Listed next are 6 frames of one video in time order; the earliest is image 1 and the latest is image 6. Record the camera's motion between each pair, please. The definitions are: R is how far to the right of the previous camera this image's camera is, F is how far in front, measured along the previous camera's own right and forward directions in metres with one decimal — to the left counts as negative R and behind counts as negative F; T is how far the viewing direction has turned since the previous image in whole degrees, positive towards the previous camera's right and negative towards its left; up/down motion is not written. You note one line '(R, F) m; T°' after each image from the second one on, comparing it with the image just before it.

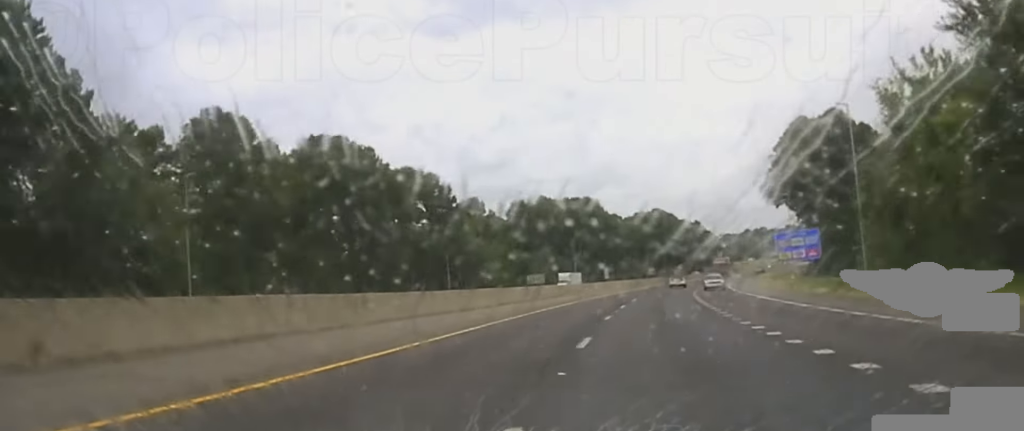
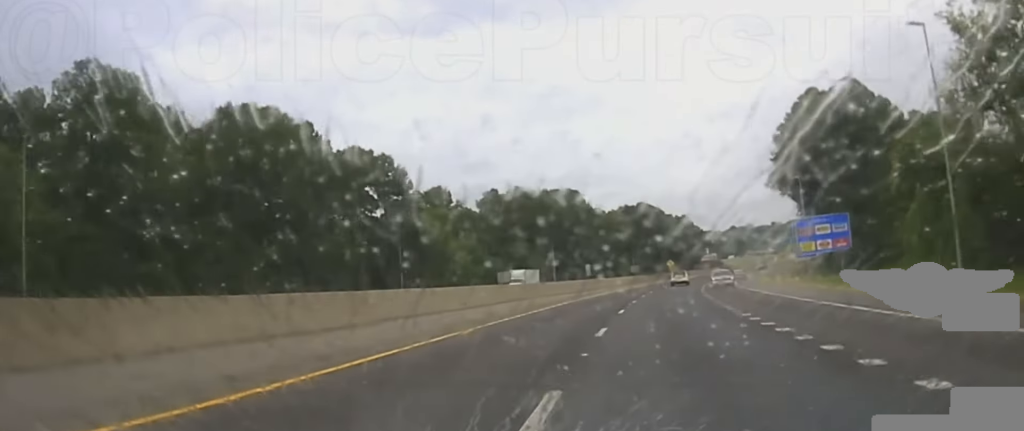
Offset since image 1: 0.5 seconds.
(+0.2, +25.4) m; +1°
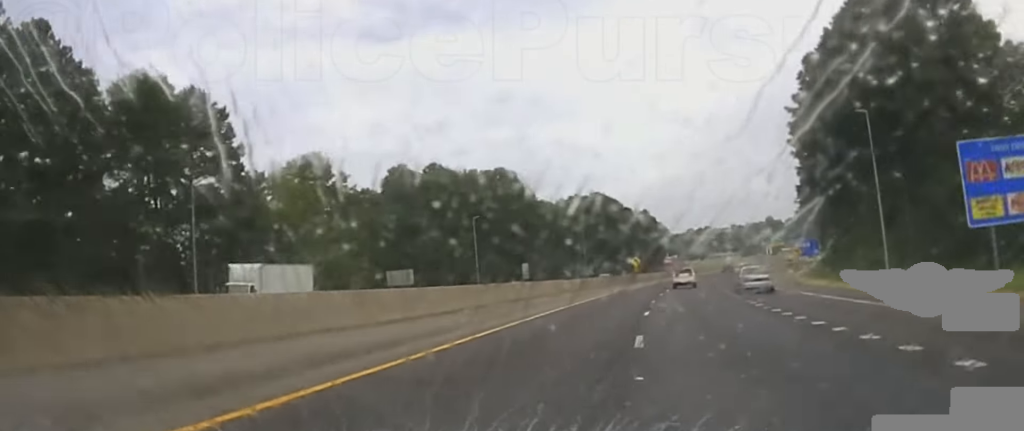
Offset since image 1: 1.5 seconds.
(+1.3, +62.7) m; +4°
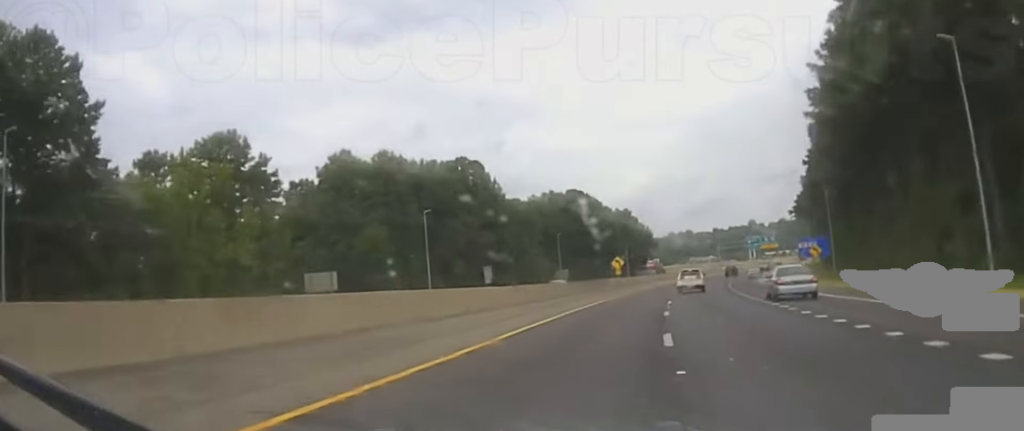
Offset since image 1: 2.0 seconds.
(+1.0, +30.3) m; +2°
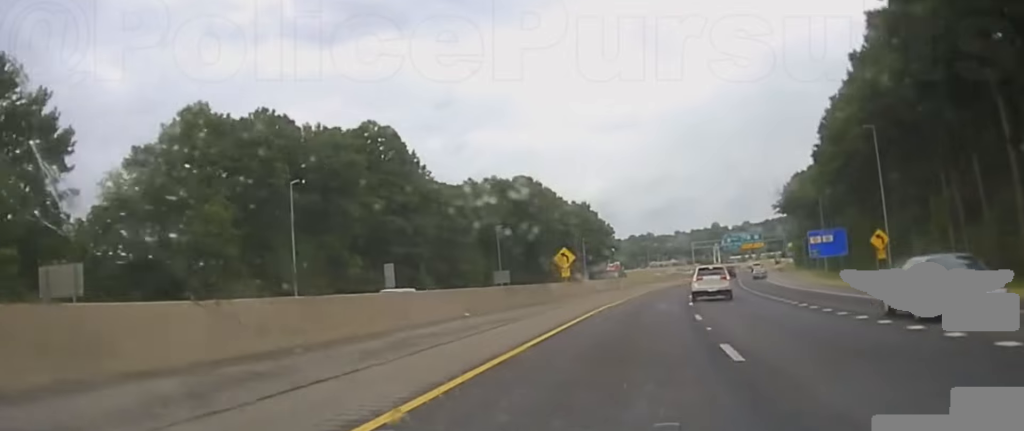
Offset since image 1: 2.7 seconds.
(+1.1, +49.5) m; +3°
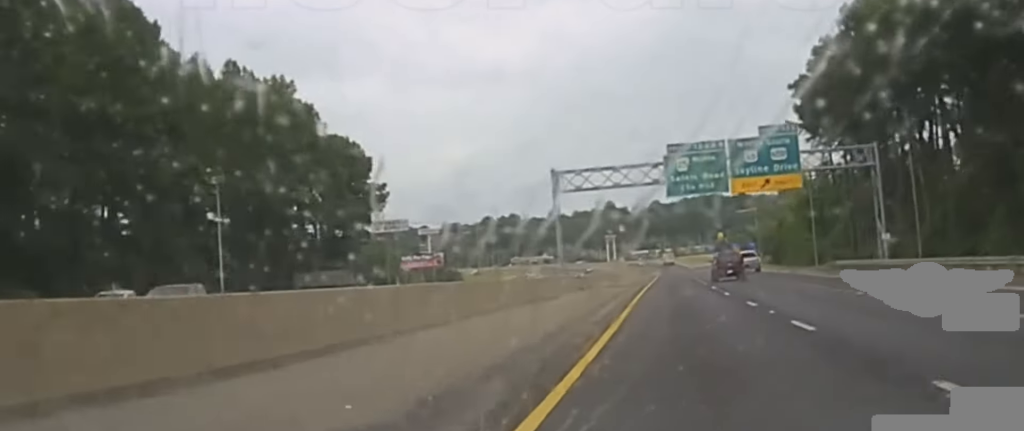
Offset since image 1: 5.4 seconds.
(+7.9, +161.3) m; +3°
